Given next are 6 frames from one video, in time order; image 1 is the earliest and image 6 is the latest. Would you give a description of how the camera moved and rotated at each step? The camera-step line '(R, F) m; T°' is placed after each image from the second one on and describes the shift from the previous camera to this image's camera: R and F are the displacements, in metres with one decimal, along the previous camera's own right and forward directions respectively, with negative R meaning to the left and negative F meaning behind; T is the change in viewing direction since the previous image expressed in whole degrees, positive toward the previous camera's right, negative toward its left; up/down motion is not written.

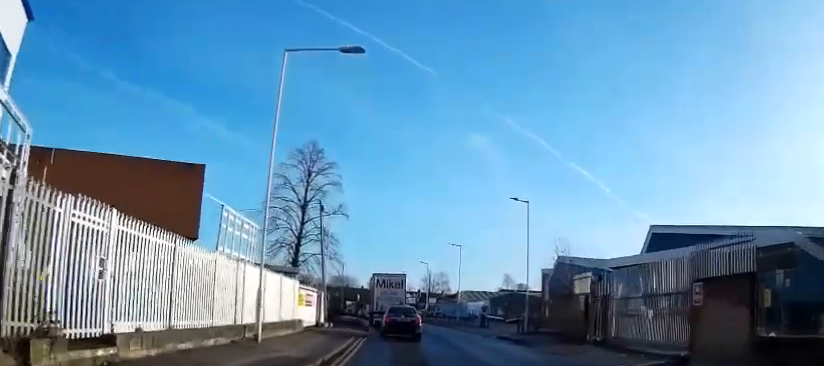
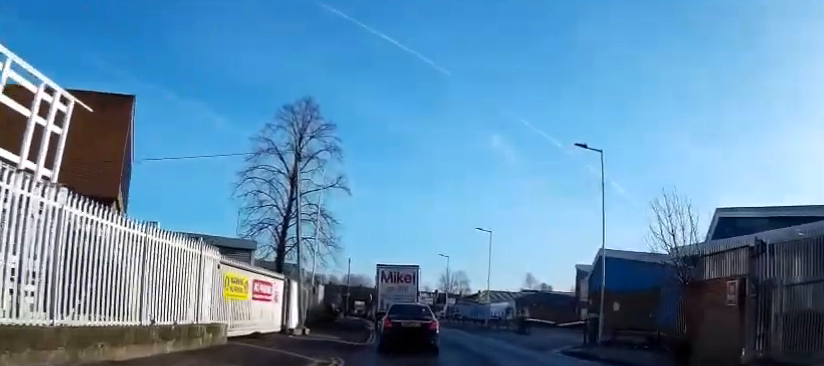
(0.0, +12.4) m; -2°
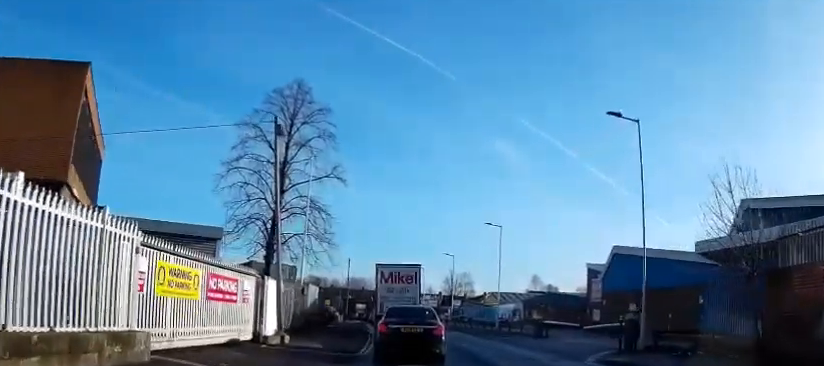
(-0.2, +4.1) m; -3°
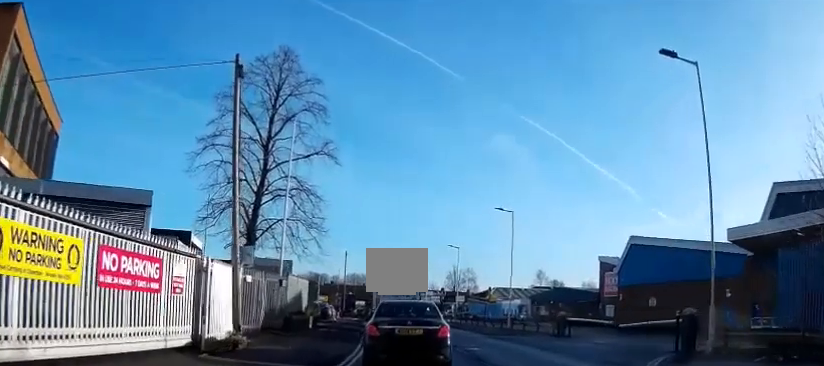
(-0.2, +4.8) m; -2°
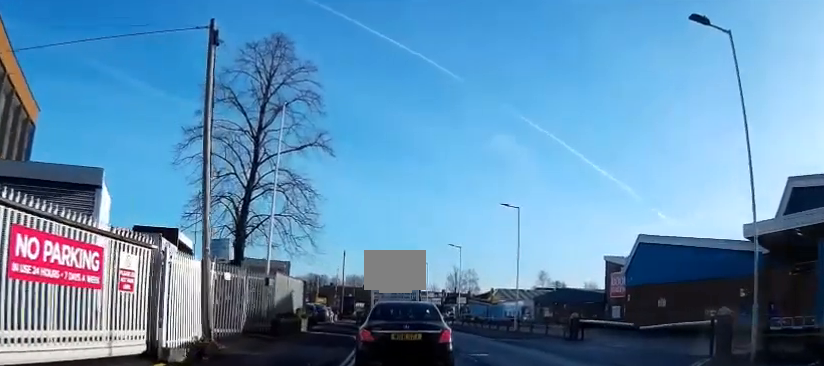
(0.0, +2.0) m; 0°
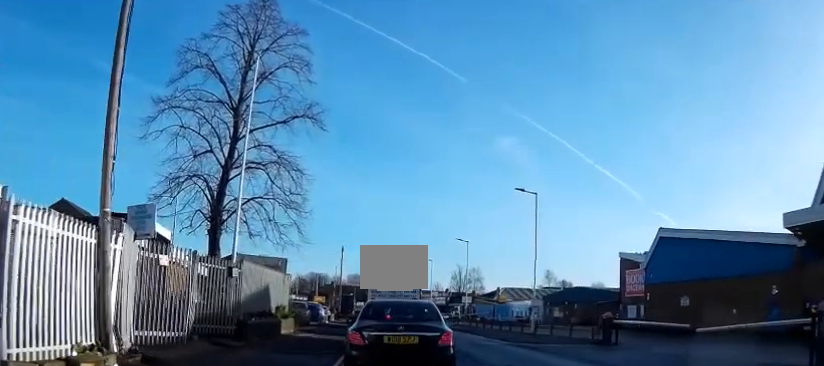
(0.0, +4.7) m; +1°
